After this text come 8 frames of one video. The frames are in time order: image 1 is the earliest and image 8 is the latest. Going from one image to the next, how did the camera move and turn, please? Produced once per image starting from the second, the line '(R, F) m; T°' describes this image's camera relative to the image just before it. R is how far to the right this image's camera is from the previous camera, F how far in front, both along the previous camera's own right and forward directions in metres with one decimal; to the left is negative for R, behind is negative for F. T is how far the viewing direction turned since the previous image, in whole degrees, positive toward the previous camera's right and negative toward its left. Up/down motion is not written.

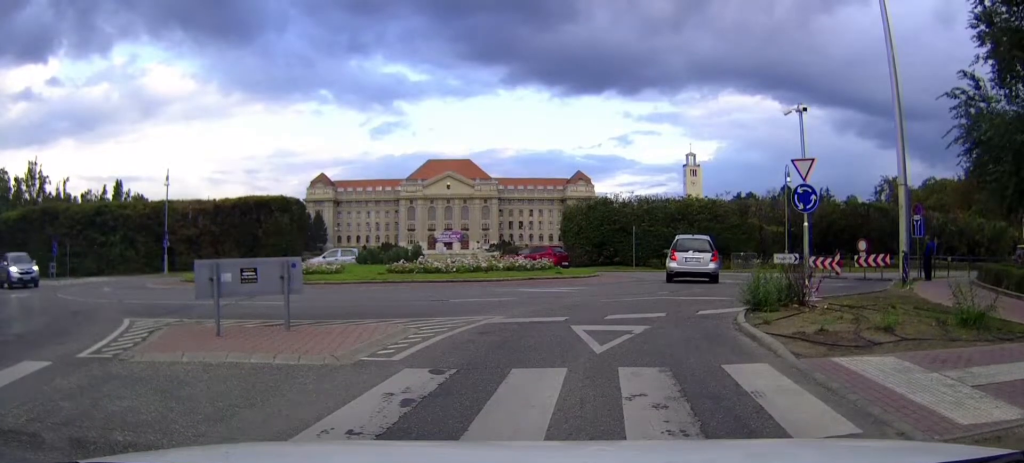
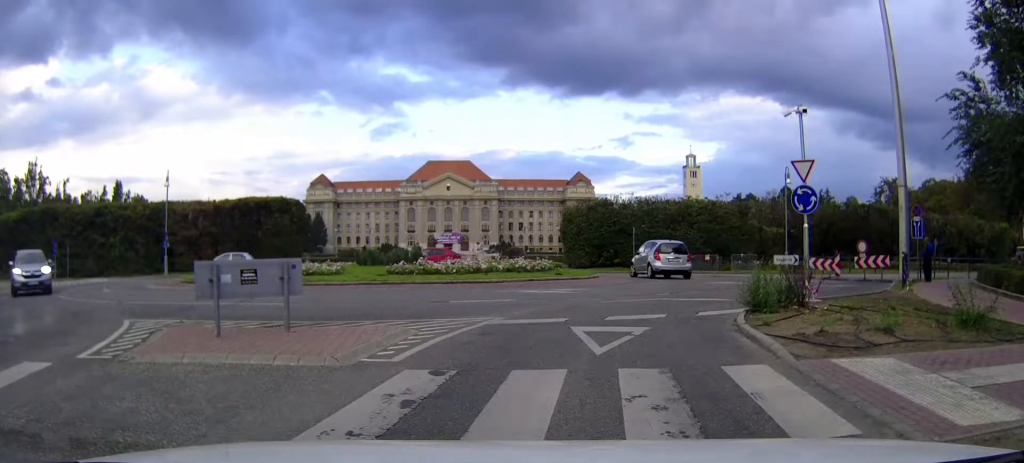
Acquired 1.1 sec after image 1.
(0.0, +0.5) m; 0°
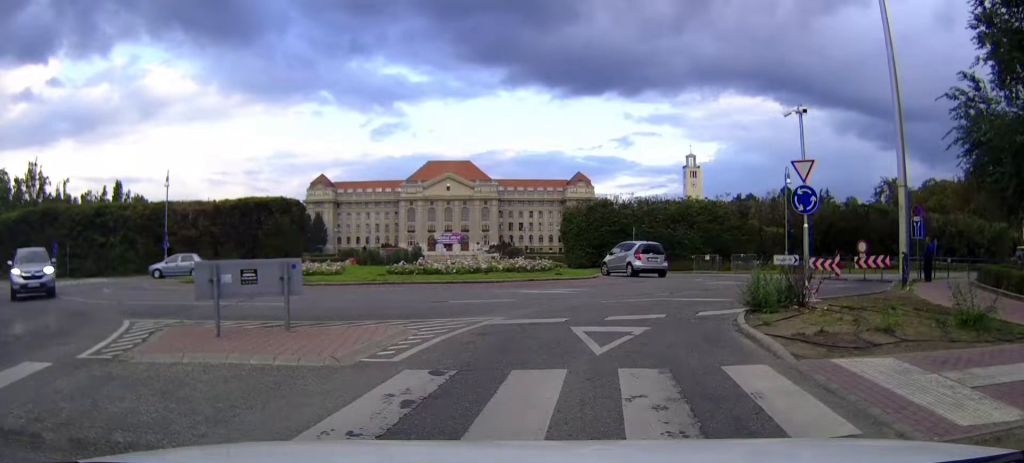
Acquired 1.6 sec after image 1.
(0.0, 0.0) m; 0°
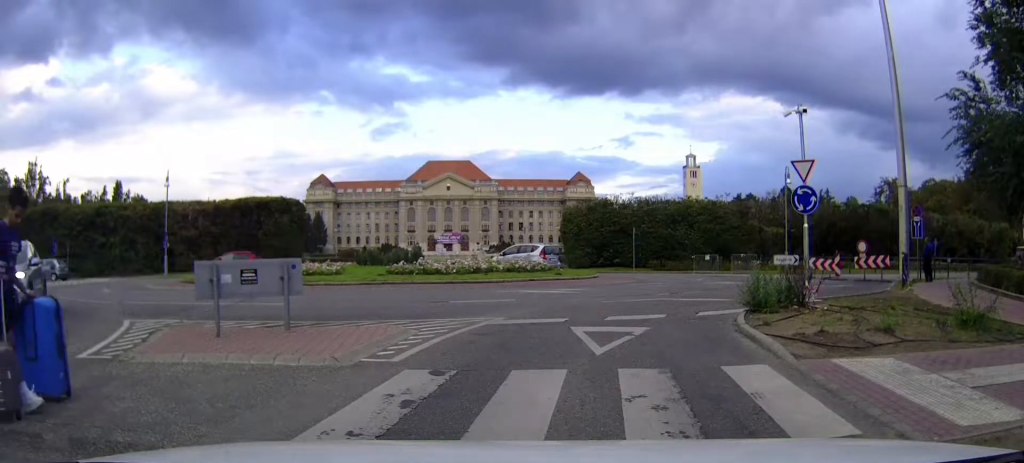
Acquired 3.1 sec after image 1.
(0.0, 0.0) m; 0°
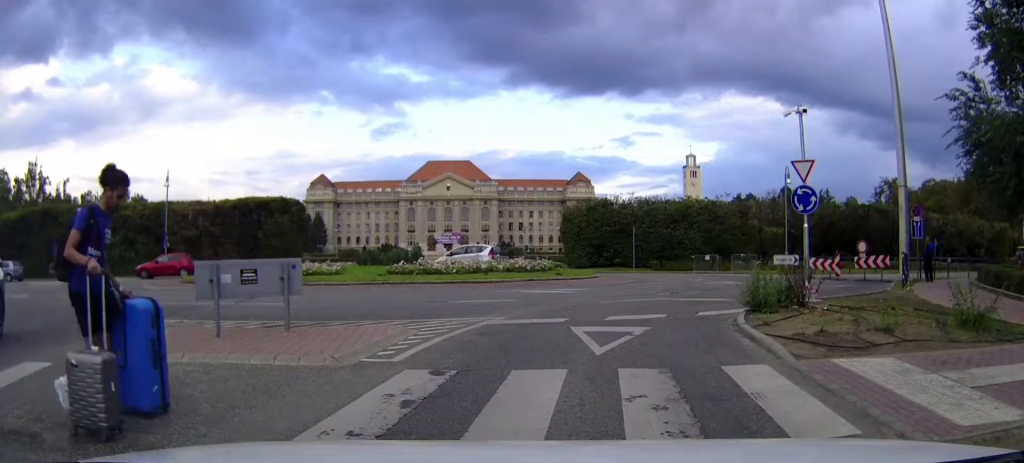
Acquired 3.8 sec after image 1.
(0.0, 0.0) m; 0°
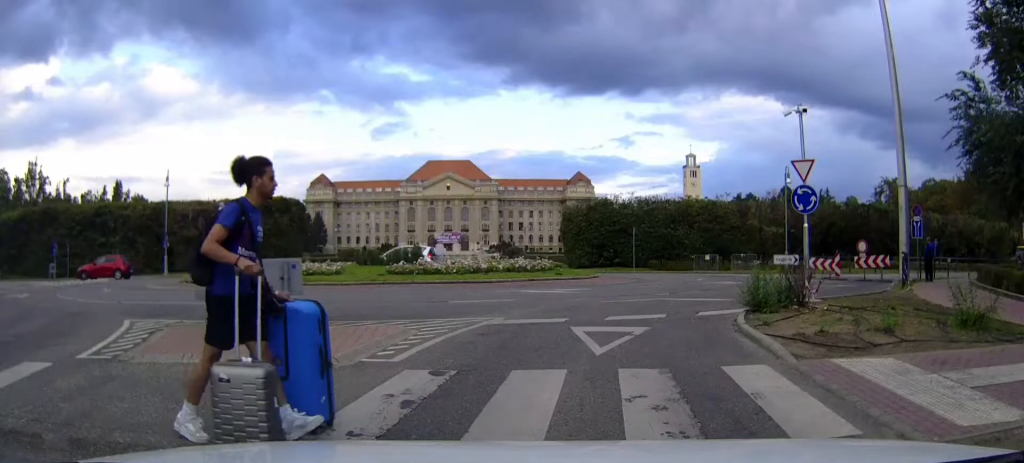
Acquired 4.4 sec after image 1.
(0.0, 0.0) m; 0°
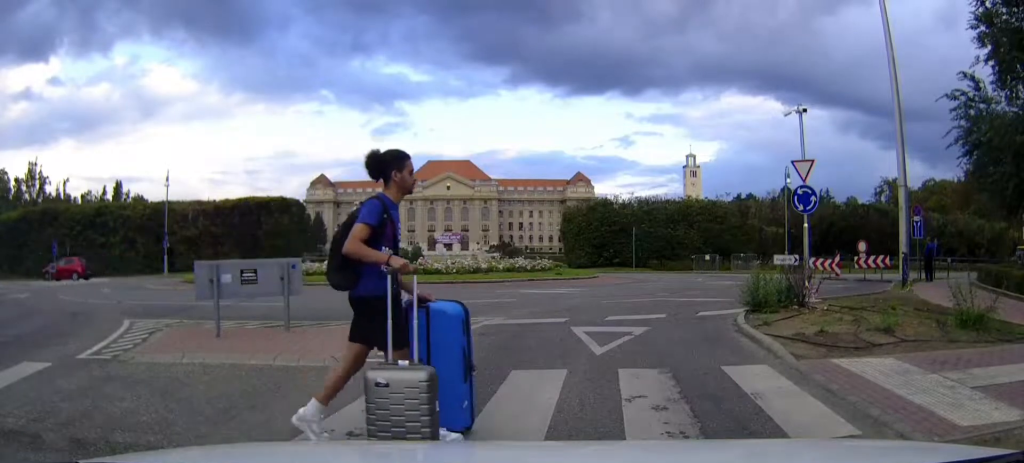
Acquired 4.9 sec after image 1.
(0.0, 0.0) m; 0°
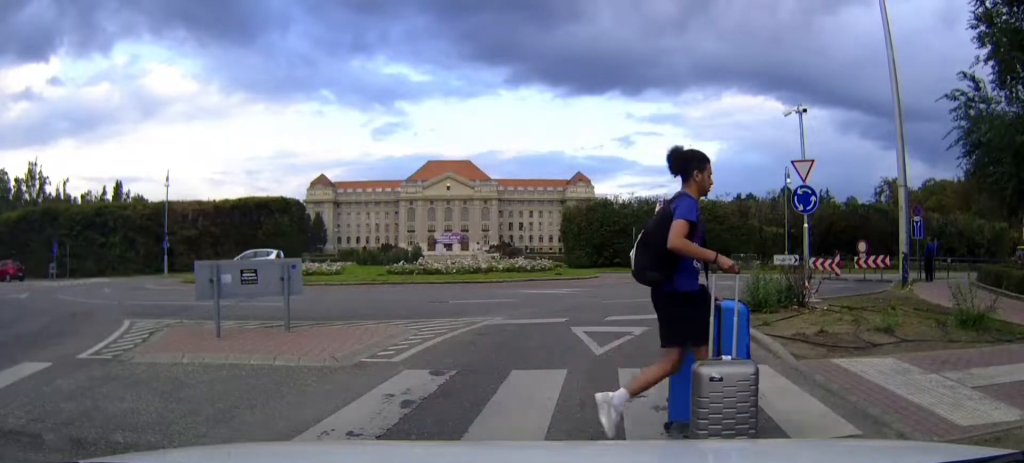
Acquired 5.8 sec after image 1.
(0.0, 0.0) m; 0°
